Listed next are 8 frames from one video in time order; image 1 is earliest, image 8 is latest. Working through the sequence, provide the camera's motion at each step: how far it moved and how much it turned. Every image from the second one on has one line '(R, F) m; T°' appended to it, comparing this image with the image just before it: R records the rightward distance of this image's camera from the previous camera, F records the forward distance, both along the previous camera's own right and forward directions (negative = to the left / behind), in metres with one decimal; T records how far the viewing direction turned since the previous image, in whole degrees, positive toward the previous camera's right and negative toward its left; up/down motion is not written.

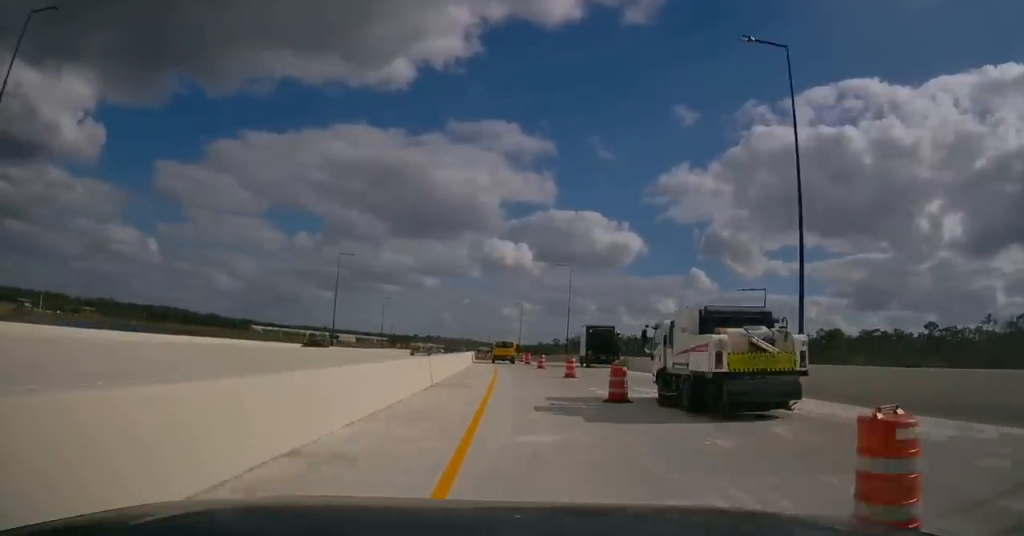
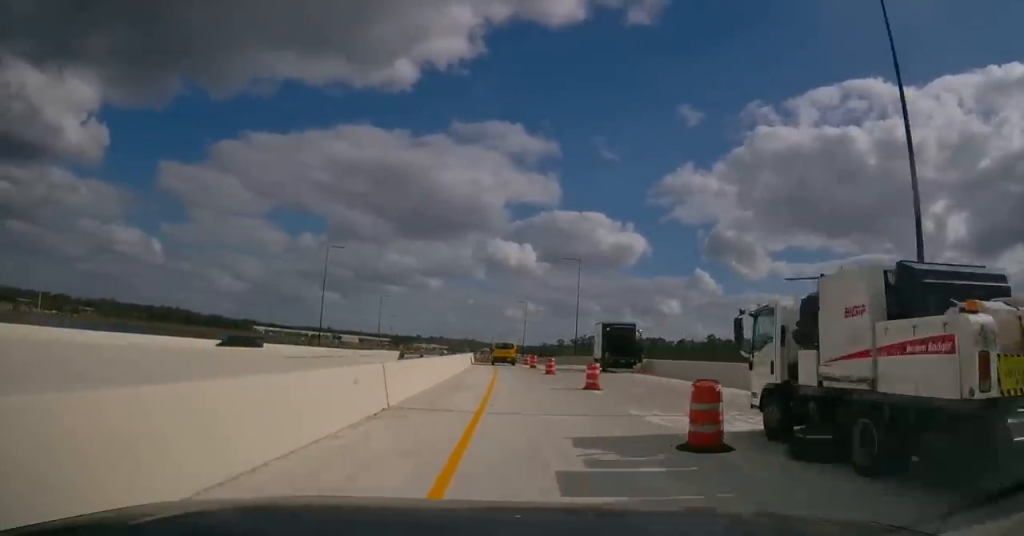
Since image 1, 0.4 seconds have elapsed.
(-0.1, +7.0) m; -1°
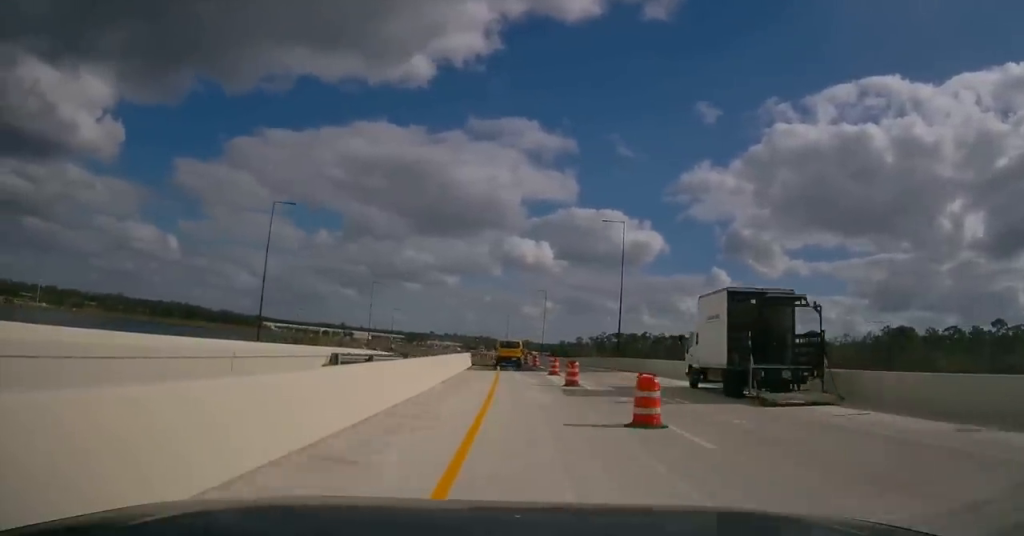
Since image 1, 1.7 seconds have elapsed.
(-0.4, +22.4) m; -2°
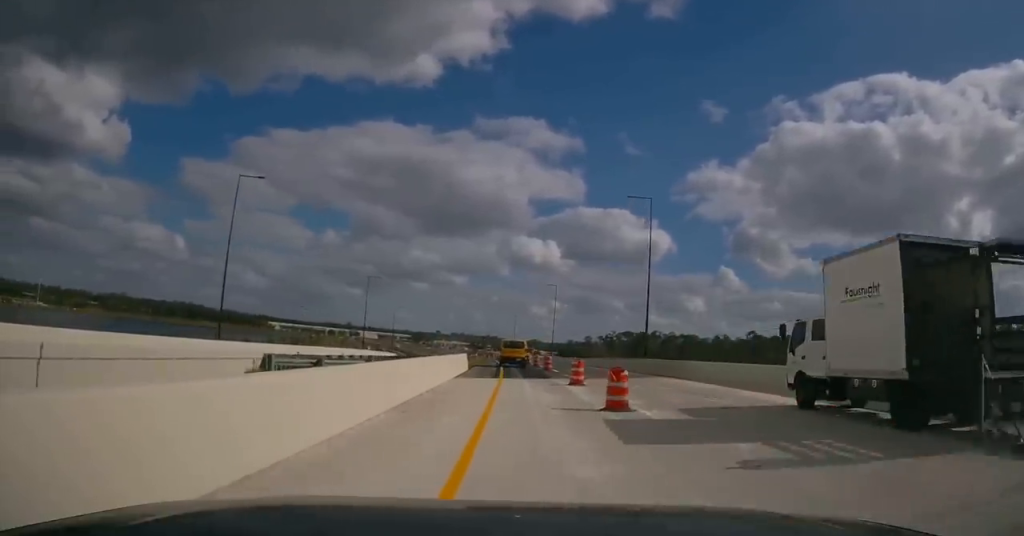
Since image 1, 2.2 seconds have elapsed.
(0.0, +8.9) m; -1°
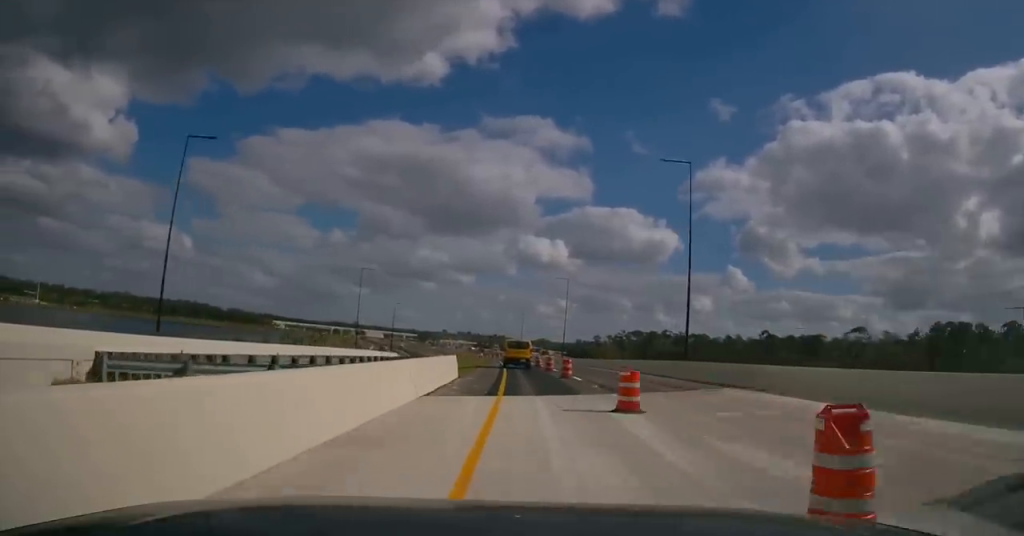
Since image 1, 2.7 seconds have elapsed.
(-0.1, +9.5) m; 0°
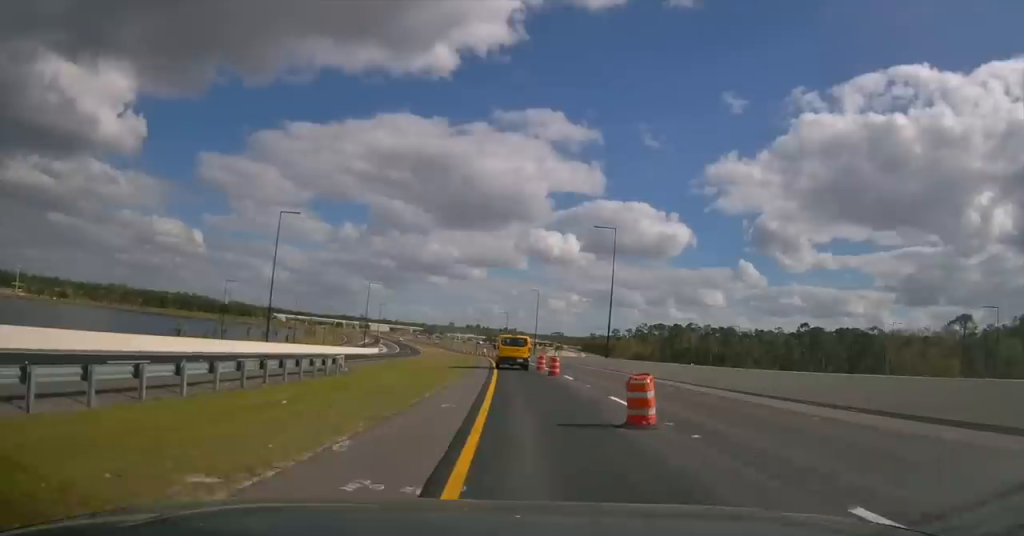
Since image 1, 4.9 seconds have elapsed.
(-0.5, +37.5) m; -2°
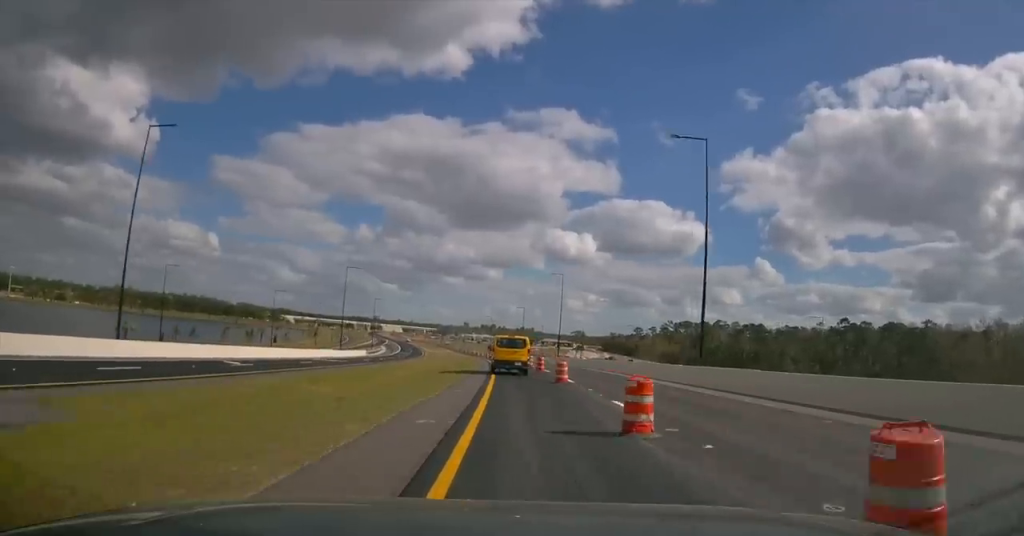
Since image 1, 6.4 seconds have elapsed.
(-0.2, +25.7) m; -1°
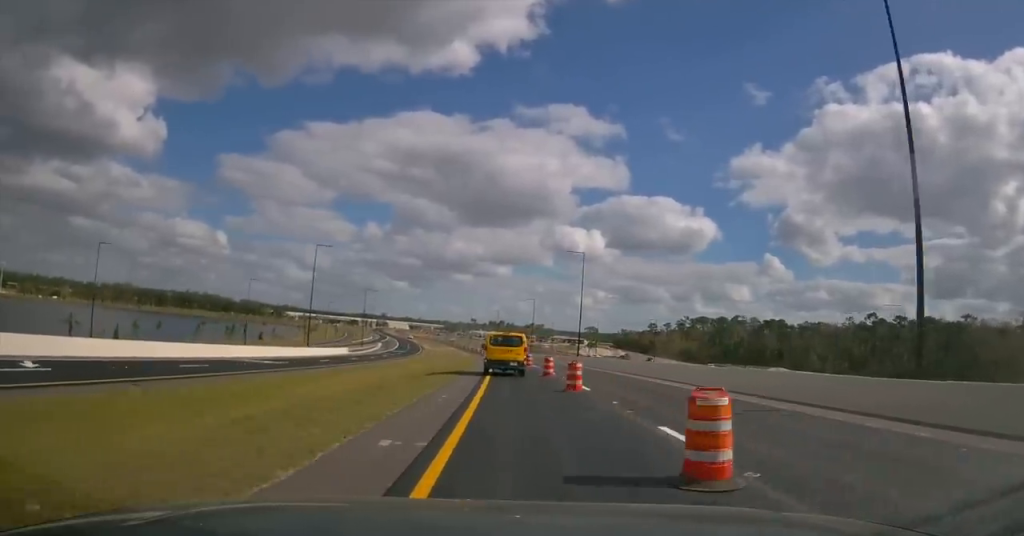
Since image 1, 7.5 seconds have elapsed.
(-0.3, +17.8) m; -2°
